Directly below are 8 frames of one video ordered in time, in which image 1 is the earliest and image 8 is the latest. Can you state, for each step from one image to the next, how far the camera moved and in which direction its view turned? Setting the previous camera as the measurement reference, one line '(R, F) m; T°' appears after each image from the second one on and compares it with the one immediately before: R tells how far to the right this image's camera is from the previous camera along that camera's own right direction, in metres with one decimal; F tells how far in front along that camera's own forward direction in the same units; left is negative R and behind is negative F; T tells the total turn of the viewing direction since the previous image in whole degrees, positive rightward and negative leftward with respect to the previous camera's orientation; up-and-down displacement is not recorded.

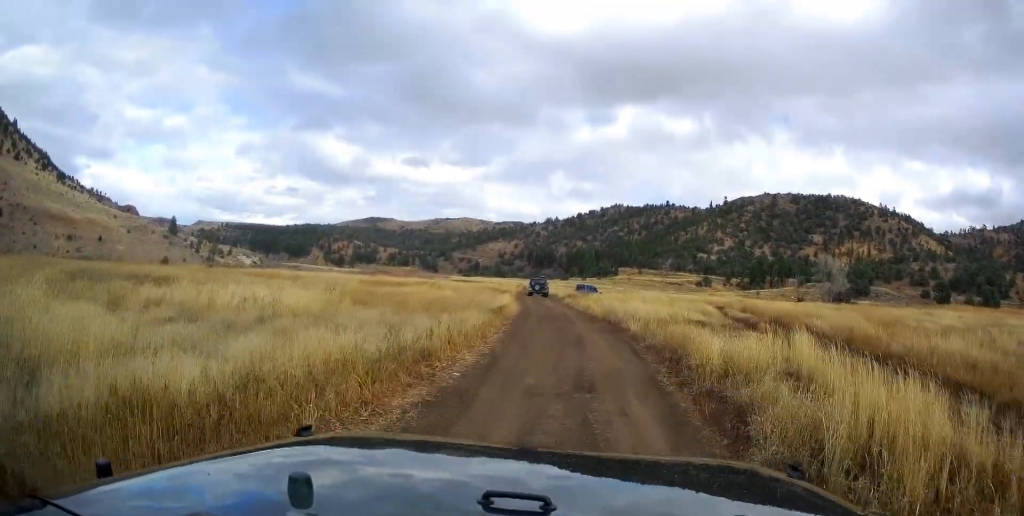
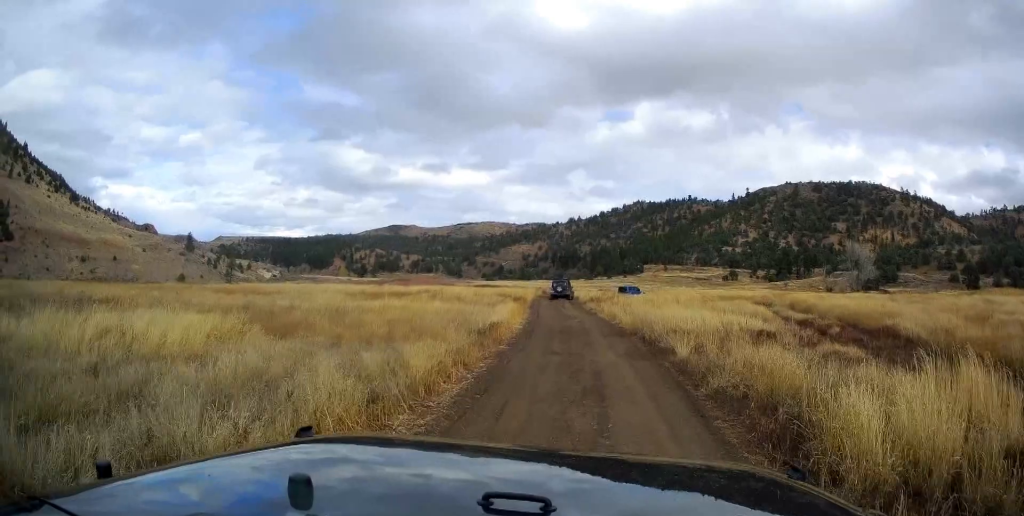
(-0.3, +5.8) m; +2°
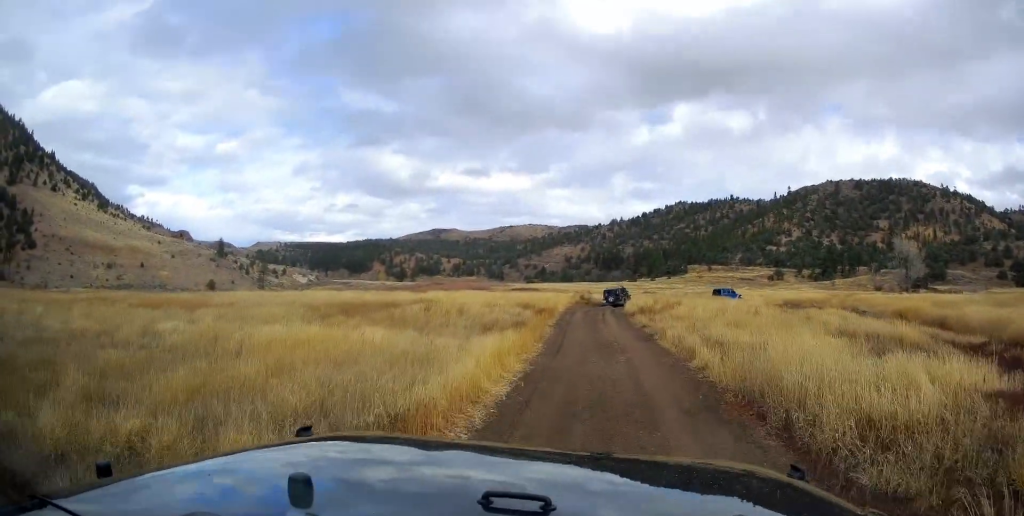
(+0.7, +9.7) m; -2°
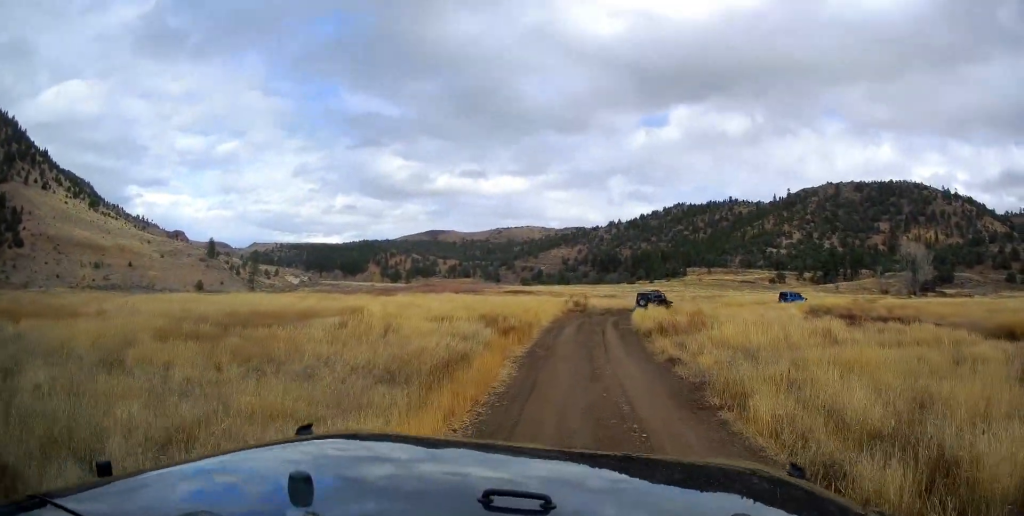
(-0.8, +9.4) m; -2°
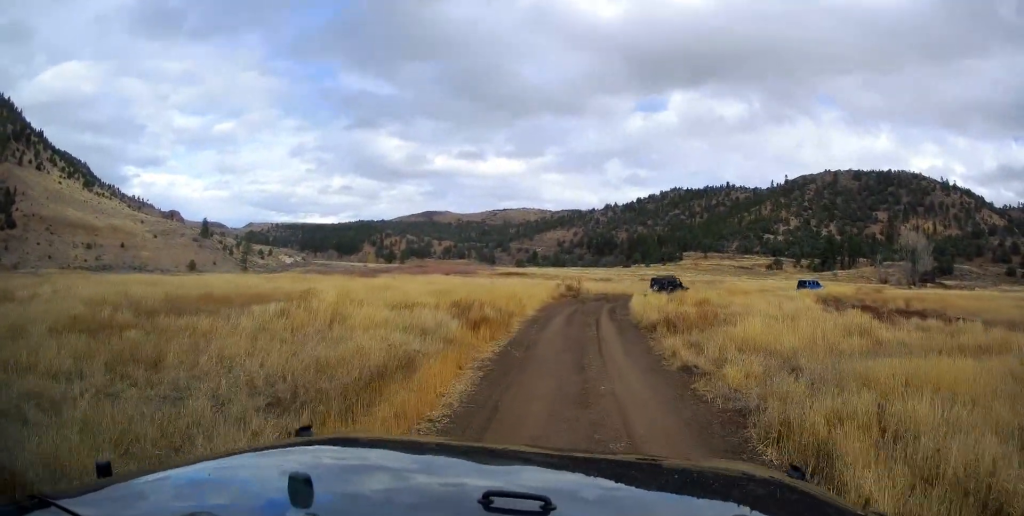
(+0.2, +3.4) m; 0°
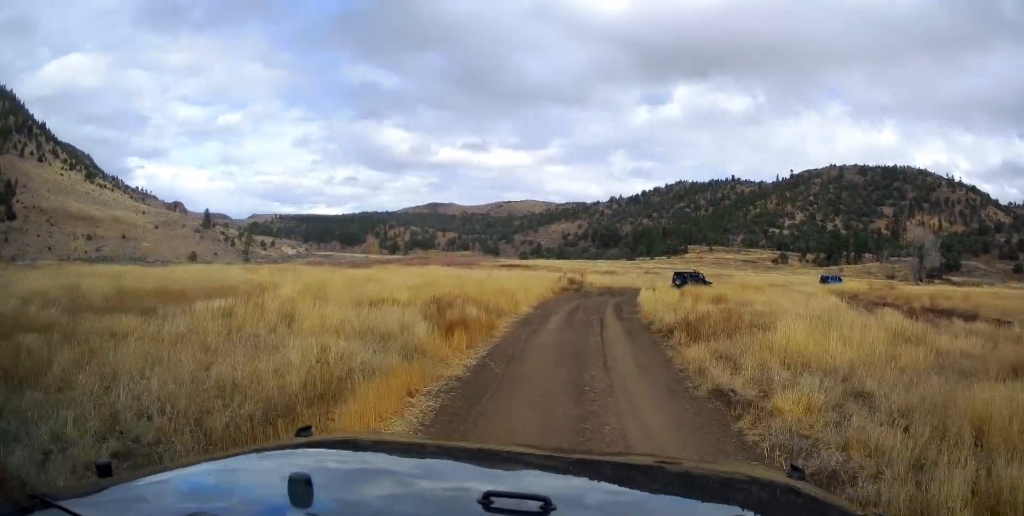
(+0.1, +2.7) m; 0°
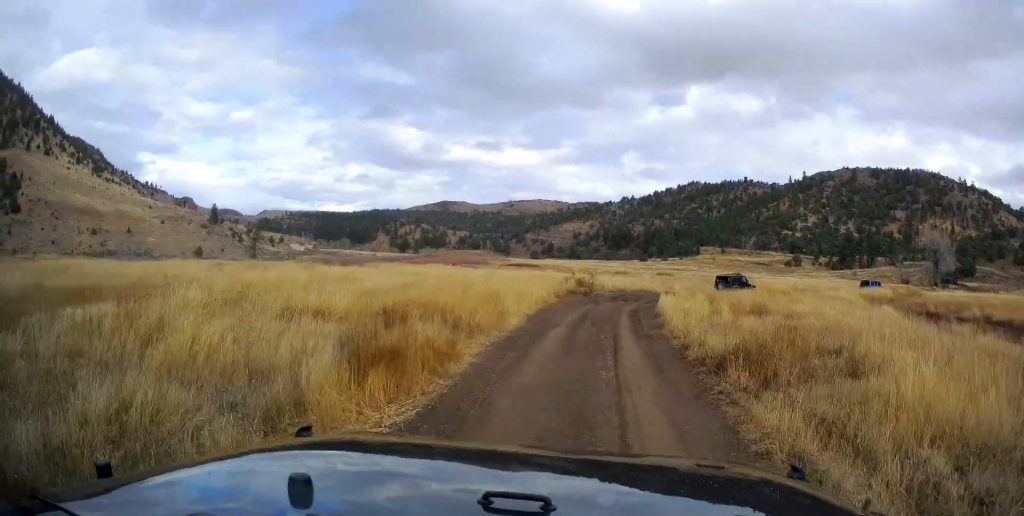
(-0.1, +4.5) m; -3°
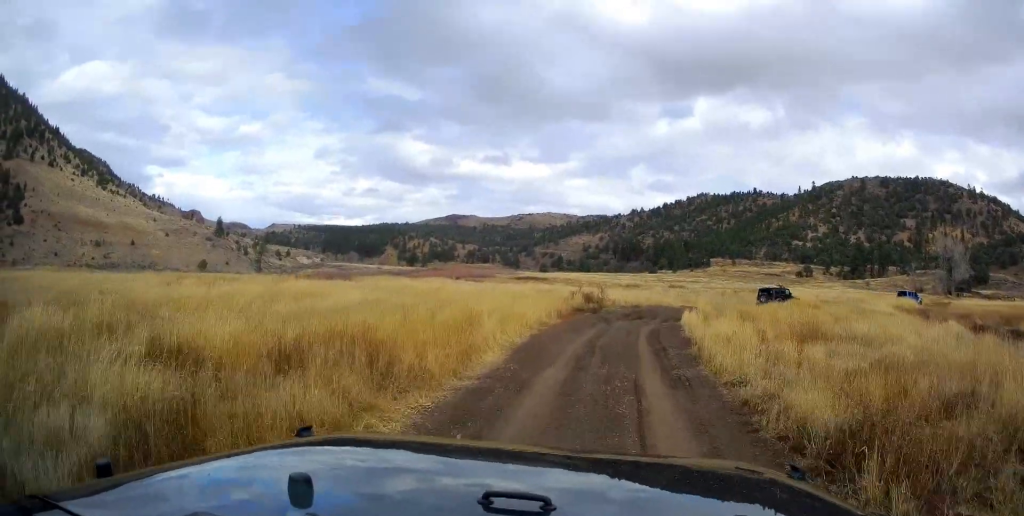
(-0.1, +4.3) m; -1°
